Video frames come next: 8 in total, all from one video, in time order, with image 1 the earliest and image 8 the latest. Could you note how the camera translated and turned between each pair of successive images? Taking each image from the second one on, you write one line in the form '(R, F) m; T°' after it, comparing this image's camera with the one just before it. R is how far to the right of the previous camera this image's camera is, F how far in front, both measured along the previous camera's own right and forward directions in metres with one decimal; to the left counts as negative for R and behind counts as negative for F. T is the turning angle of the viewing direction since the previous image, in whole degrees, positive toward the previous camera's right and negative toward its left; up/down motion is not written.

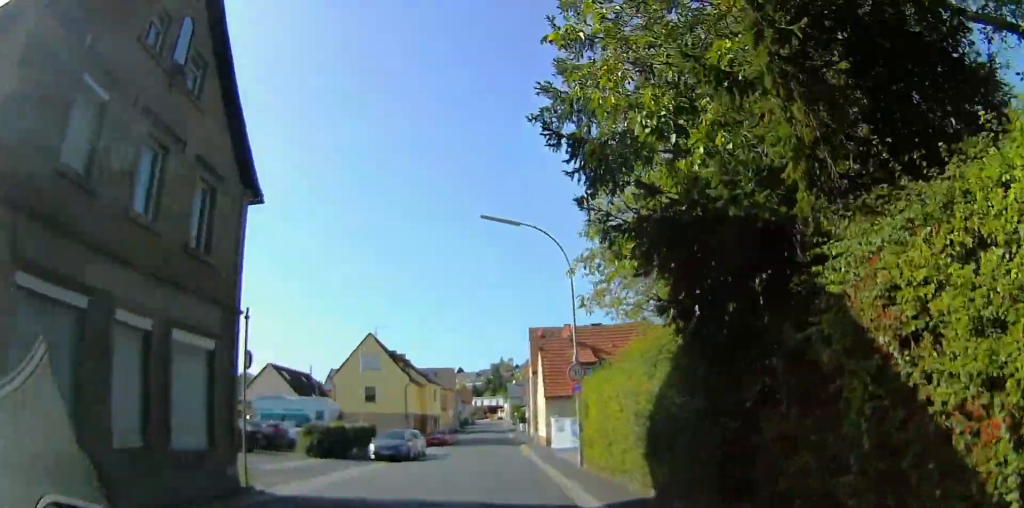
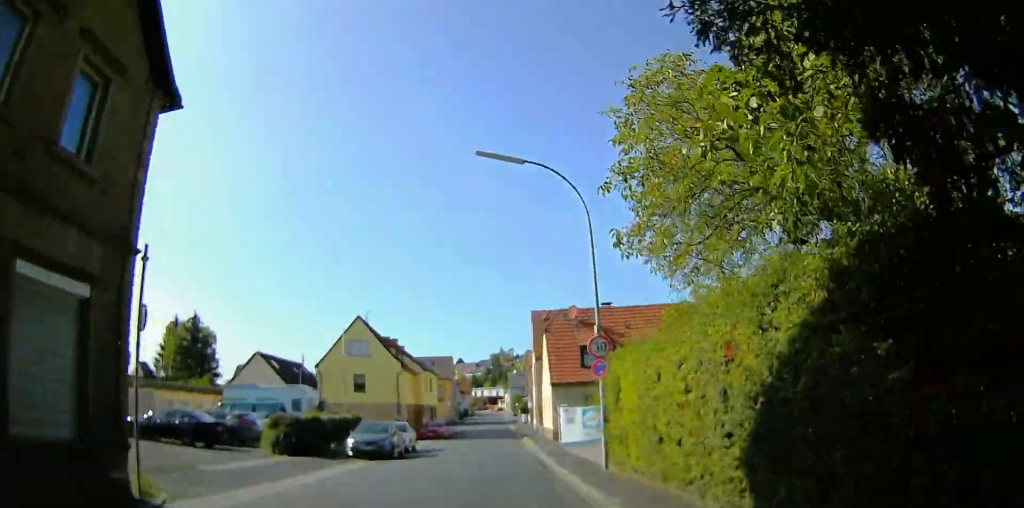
(0.0, +4.1) m; 0°
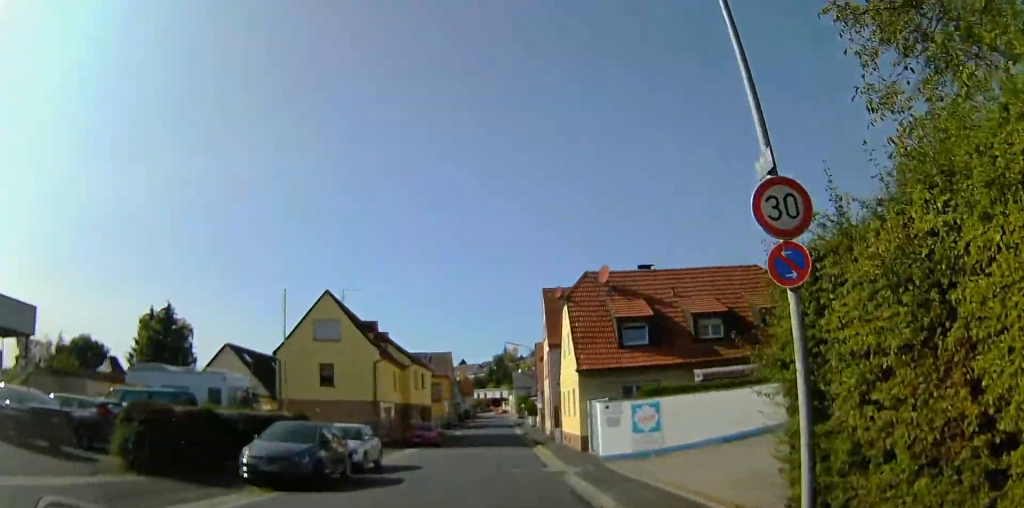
(0.0, +9.6) m; -1°
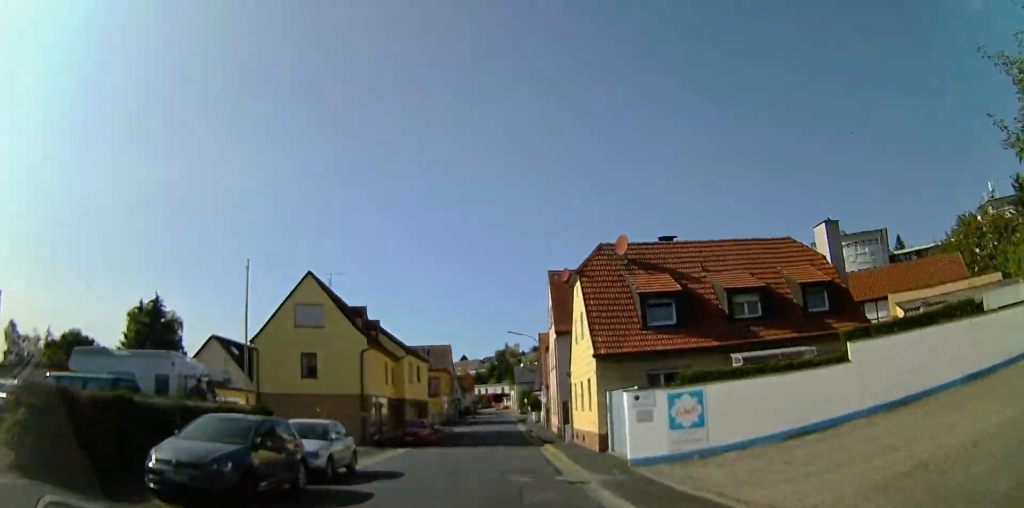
(0.0, +3.8) m; -1°
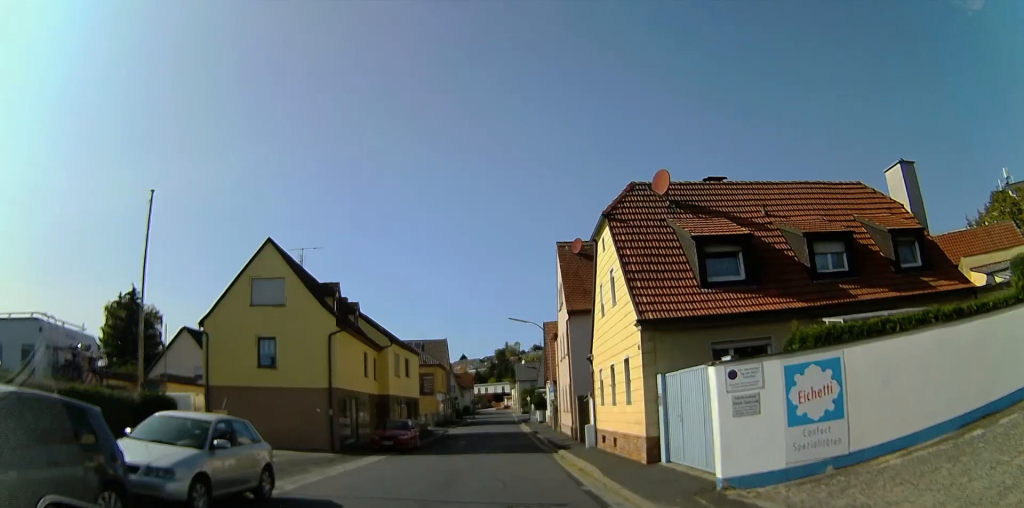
(-0.1, +6.2) m; -1°
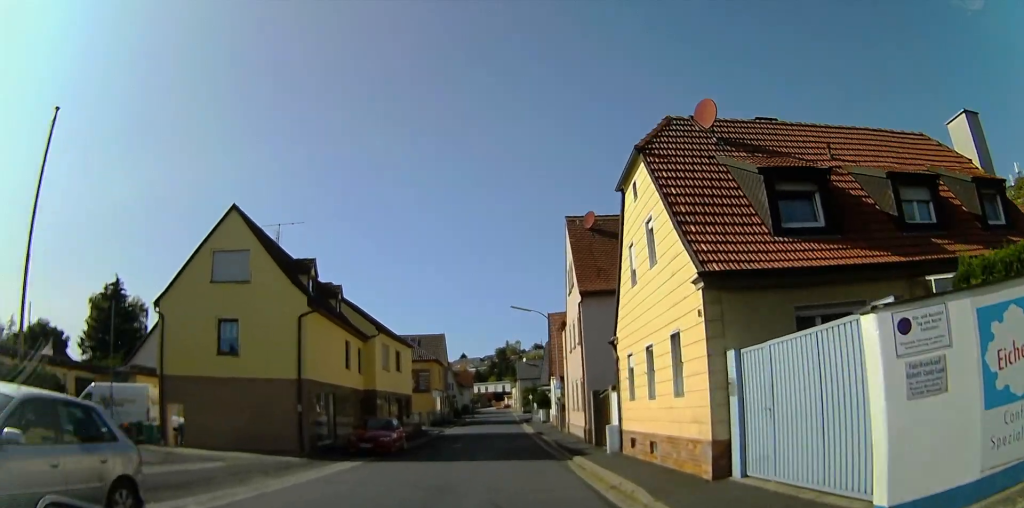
(-0.1, +4.2) m; 0°
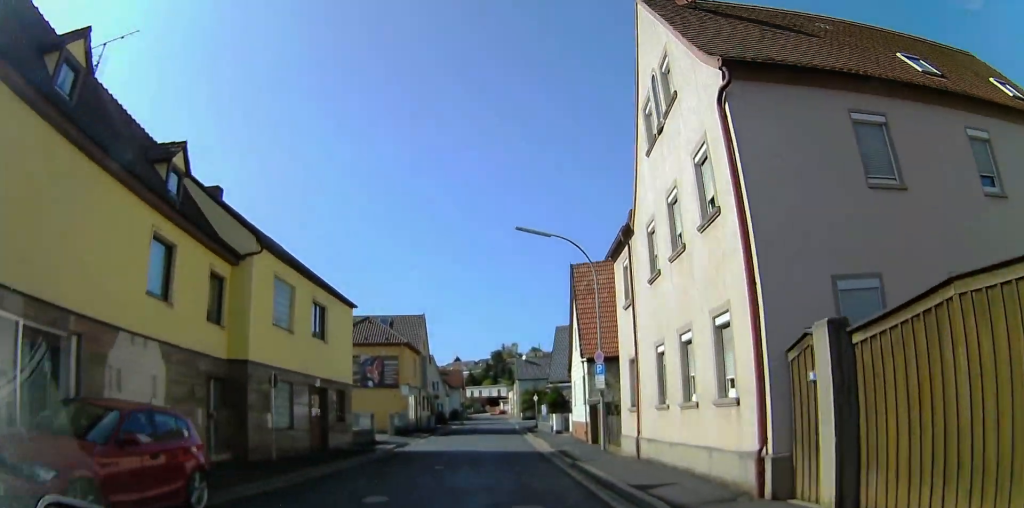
(-0.1, +17.5) m; 0°
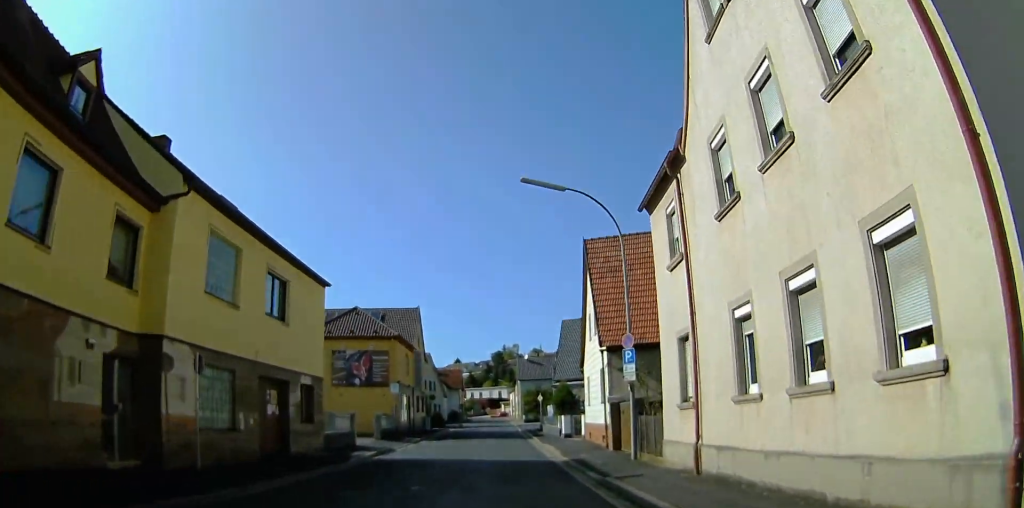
(0.0, +4.8) m; 0°
